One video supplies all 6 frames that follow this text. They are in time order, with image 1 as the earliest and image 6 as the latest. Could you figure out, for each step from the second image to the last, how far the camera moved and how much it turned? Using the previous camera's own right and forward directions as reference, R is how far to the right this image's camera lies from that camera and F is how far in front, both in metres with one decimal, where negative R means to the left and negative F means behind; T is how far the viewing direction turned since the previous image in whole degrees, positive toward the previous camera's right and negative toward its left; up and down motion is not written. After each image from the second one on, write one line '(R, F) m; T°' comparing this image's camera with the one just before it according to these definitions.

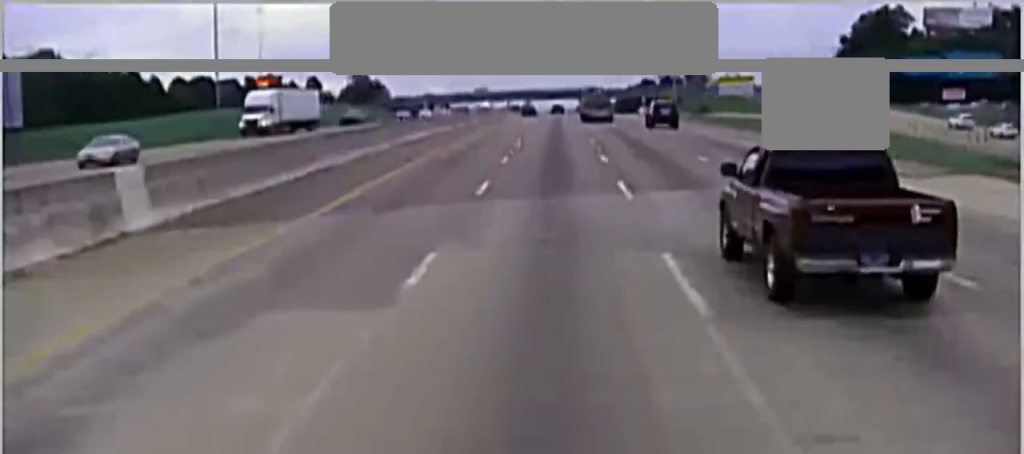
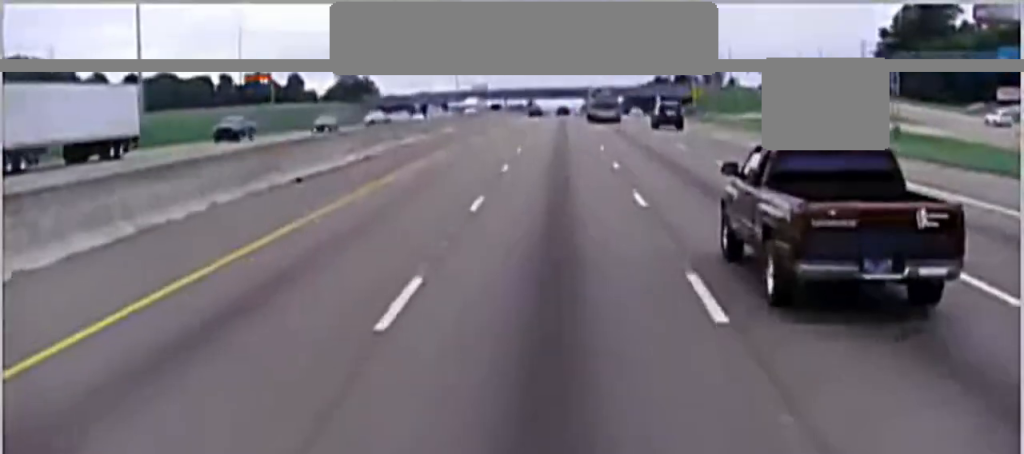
(0.0, +28.7) m; 0°
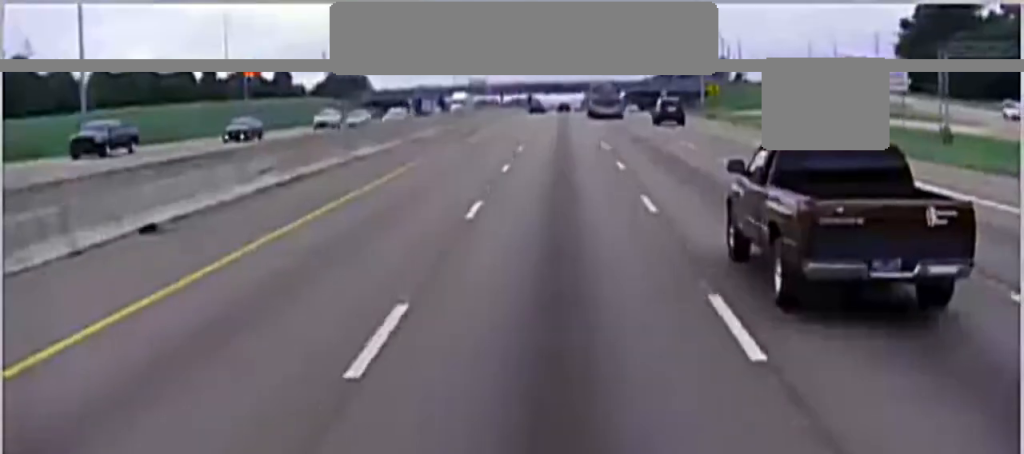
(0.0, +13.9) m; 0°
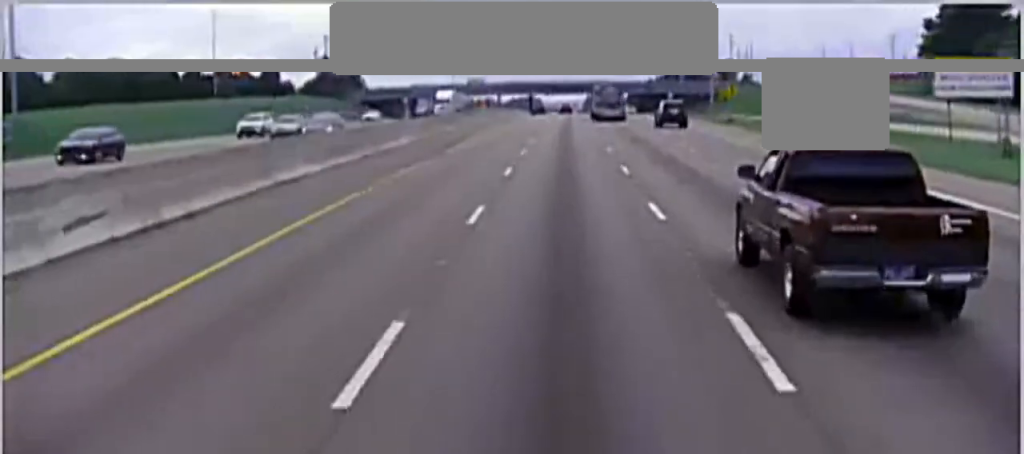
(-0.1, +13.0) m; 0°
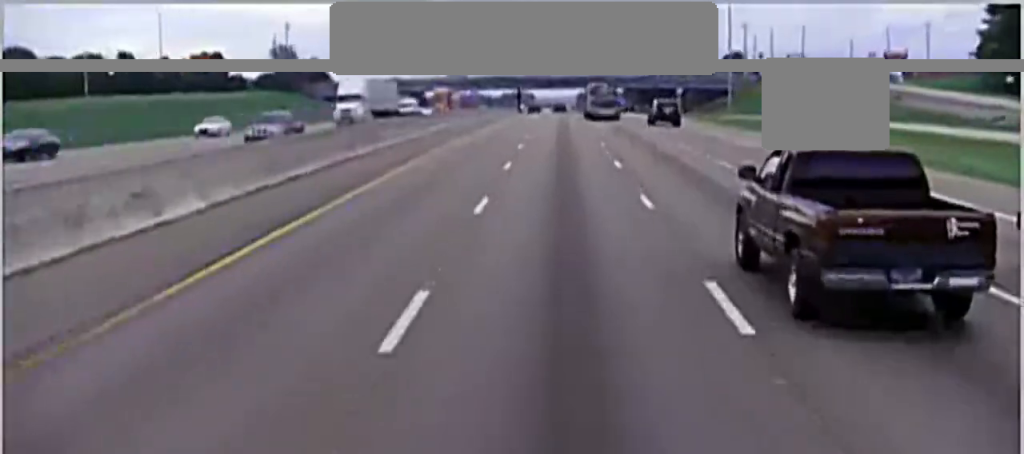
(+0.1, +34.2) m; 0°
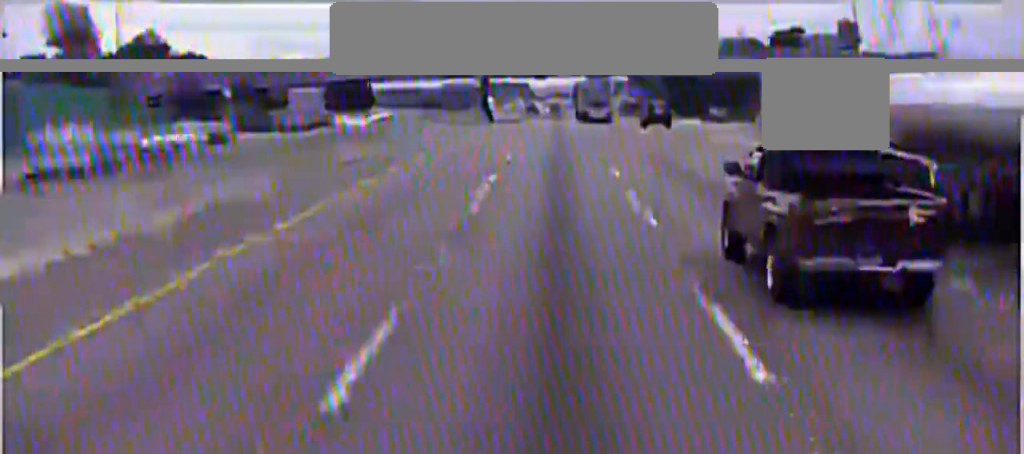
(-0.4, +98.6) m; 0°
